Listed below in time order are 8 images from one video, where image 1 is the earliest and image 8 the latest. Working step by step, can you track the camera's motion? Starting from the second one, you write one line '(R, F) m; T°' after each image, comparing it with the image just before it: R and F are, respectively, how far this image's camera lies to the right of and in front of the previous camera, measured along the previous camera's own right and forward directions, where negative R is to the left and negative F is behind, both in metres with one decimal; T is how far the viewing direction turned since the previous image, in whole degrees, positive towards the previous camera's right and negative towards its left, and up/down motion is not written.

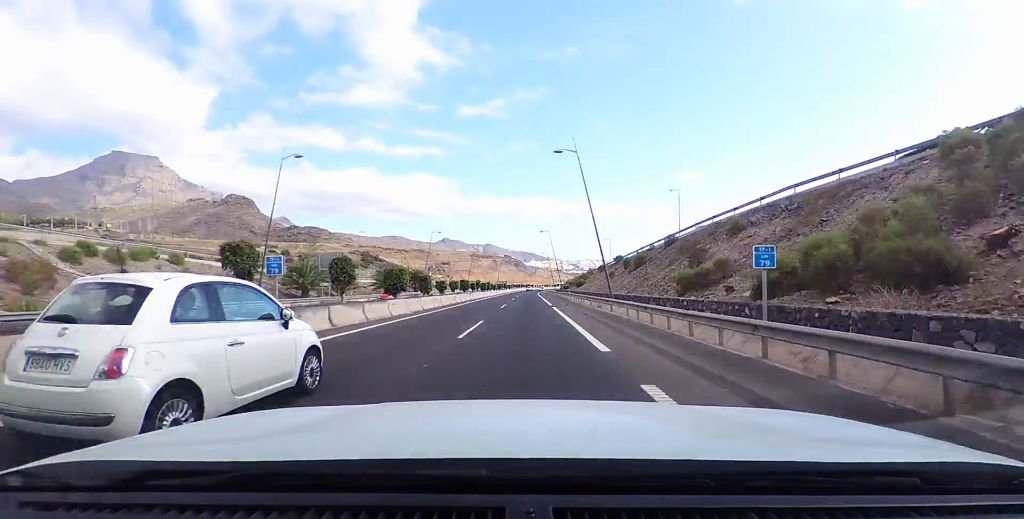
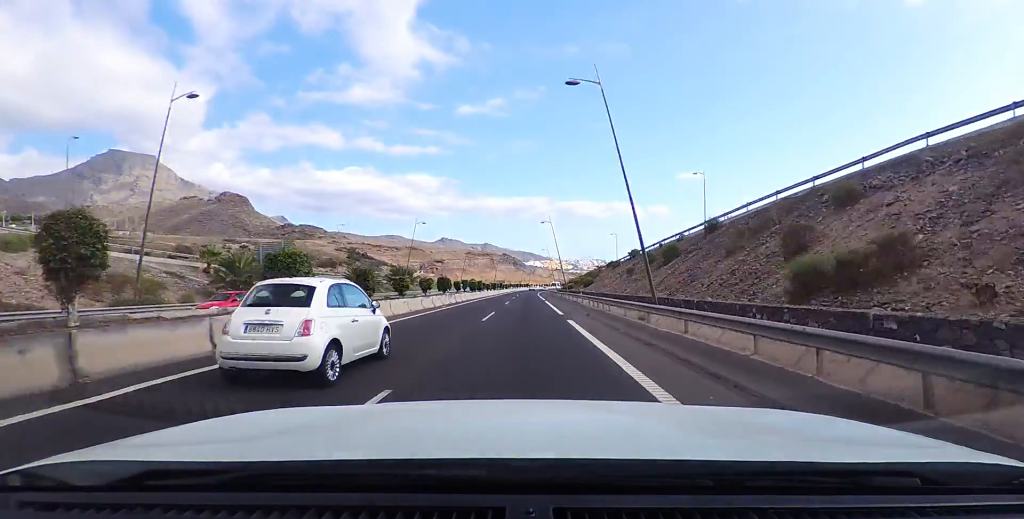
(+0.1, +12.0) m; 0°
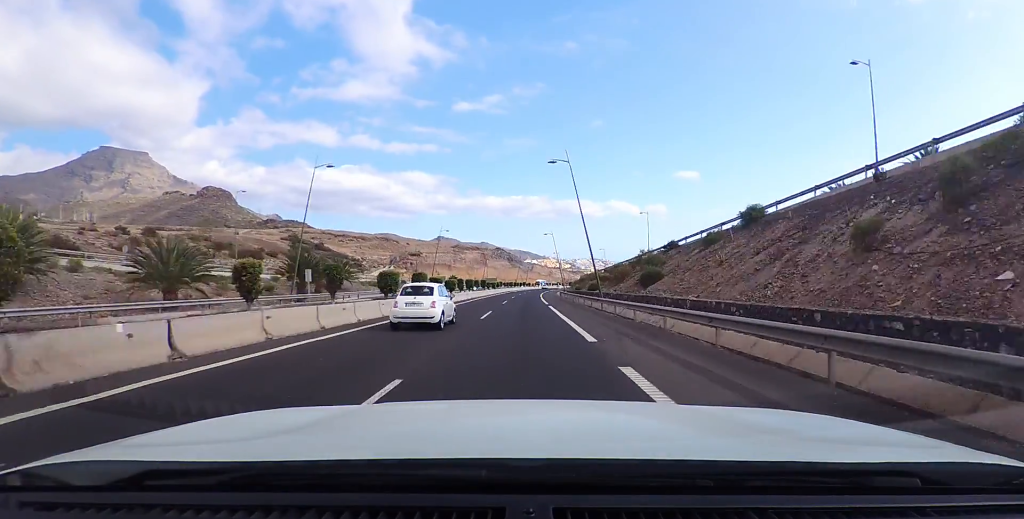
(-0.6, +35.4) m; -1°
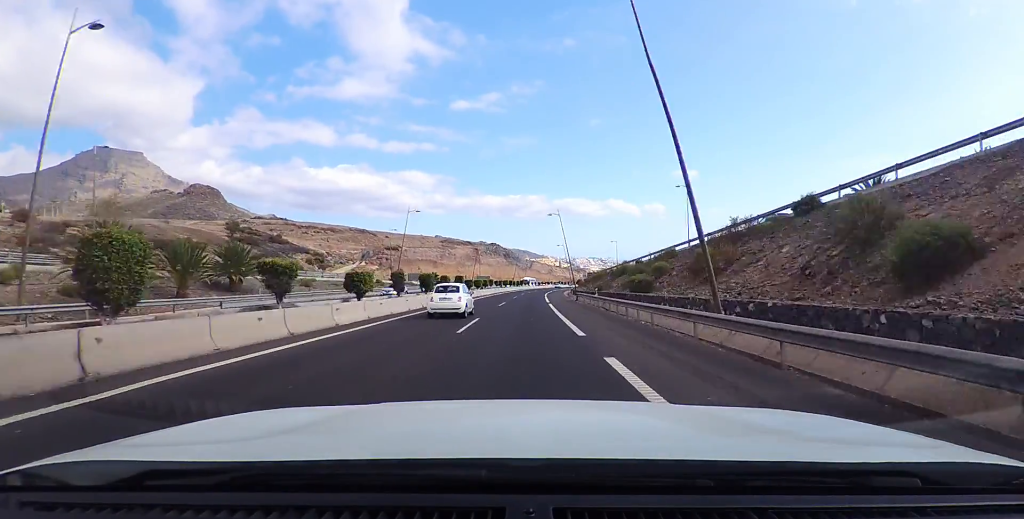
(-0.1, +23.5) m; 0°
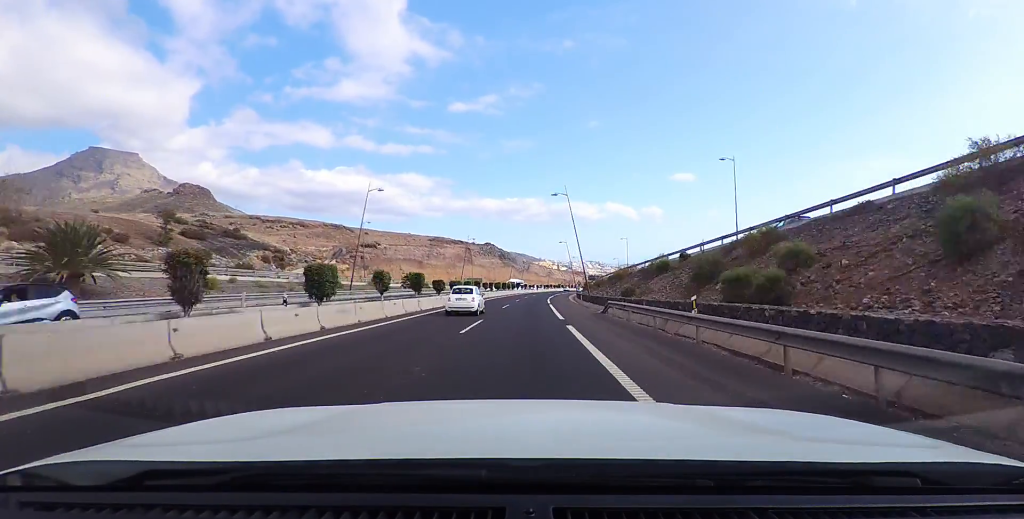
(-0.4, +16.6) m; +1°
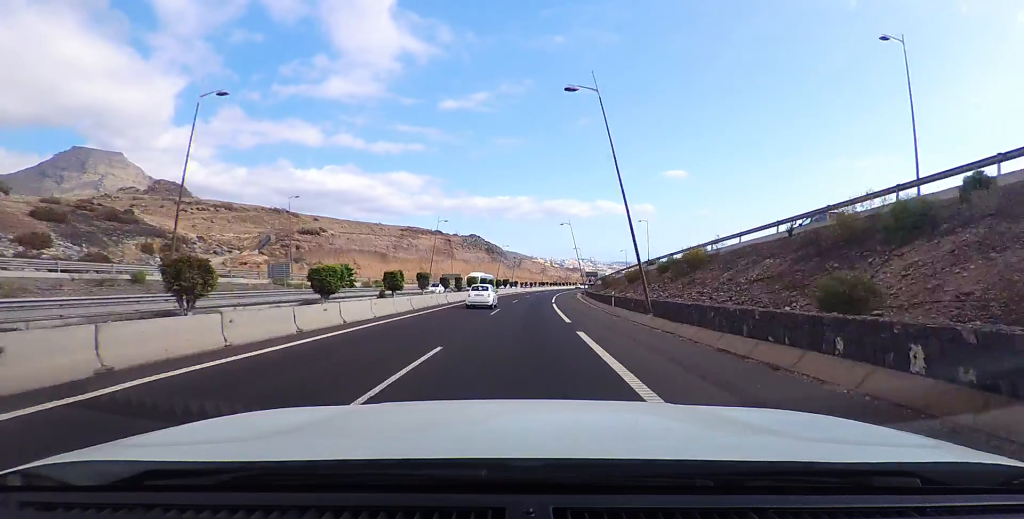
(+1.2, +26.5) m; +4°
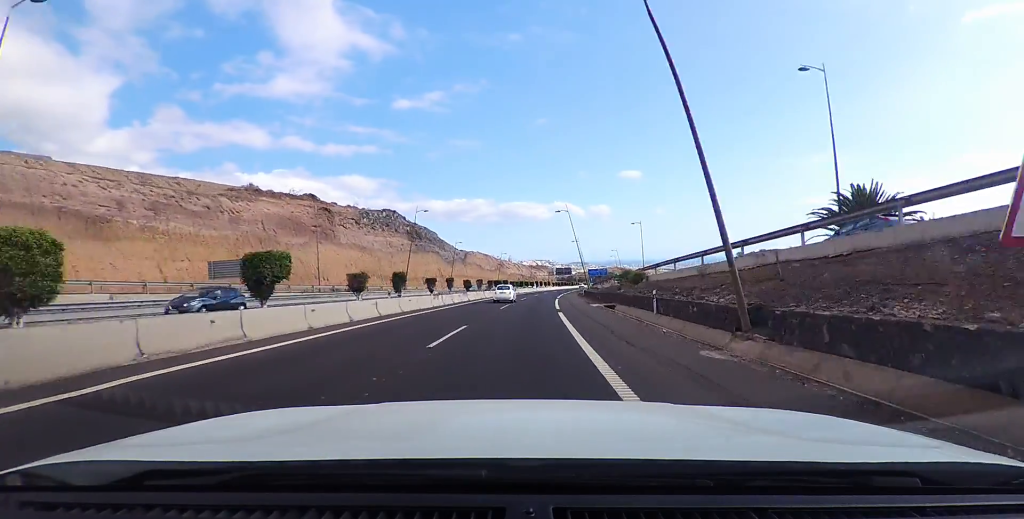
(+2.9, +62.2) m; +3°
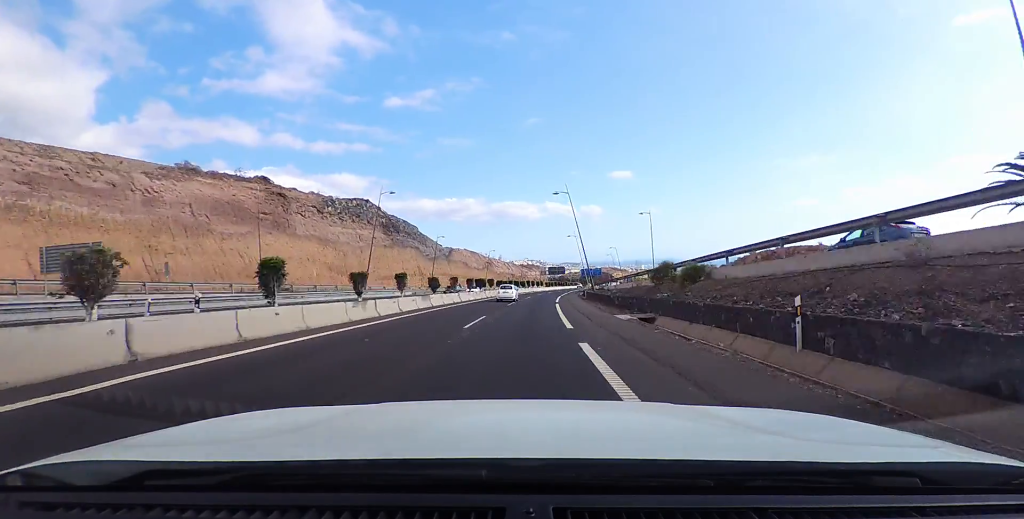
(0.0, +12.3) m; 0°
